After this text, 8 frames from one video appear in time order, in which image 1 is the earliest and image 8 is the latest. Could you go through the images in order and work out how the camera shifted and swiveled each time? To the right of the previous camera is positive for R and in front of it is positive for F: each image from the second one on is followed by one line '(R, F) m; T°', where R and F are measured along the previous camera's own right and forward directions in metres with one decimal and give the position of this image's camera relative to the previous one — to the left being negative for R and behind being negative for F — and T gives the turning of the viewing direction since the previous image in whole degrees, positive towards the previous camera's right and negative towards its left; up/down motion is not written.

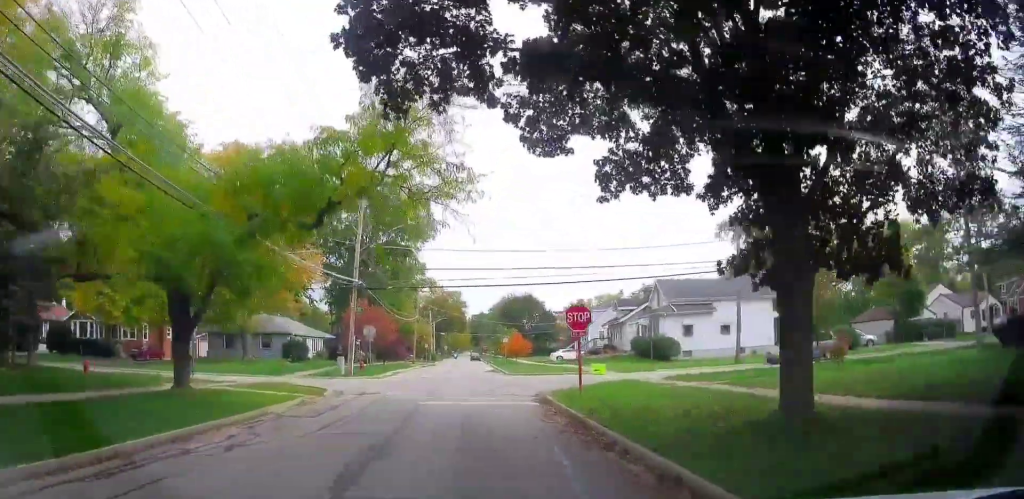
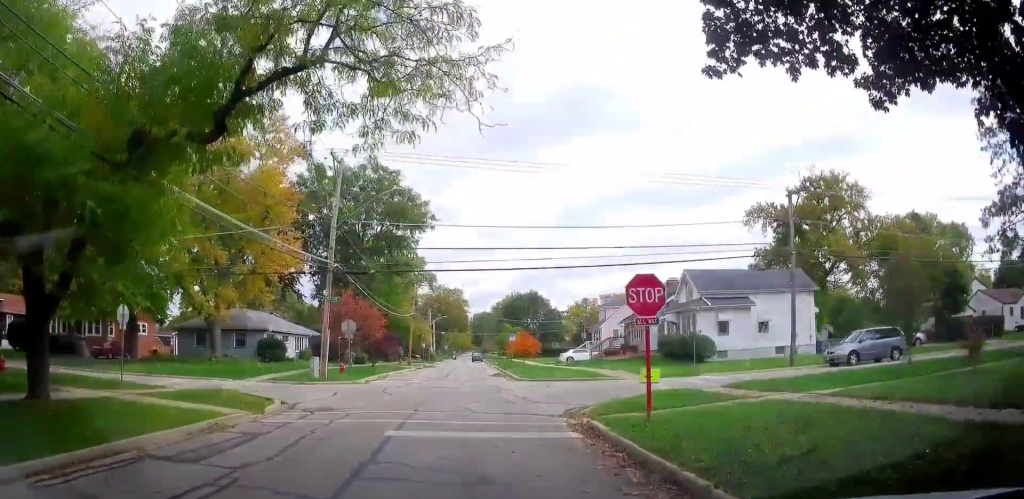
(0.0, +6.2) m; -1°
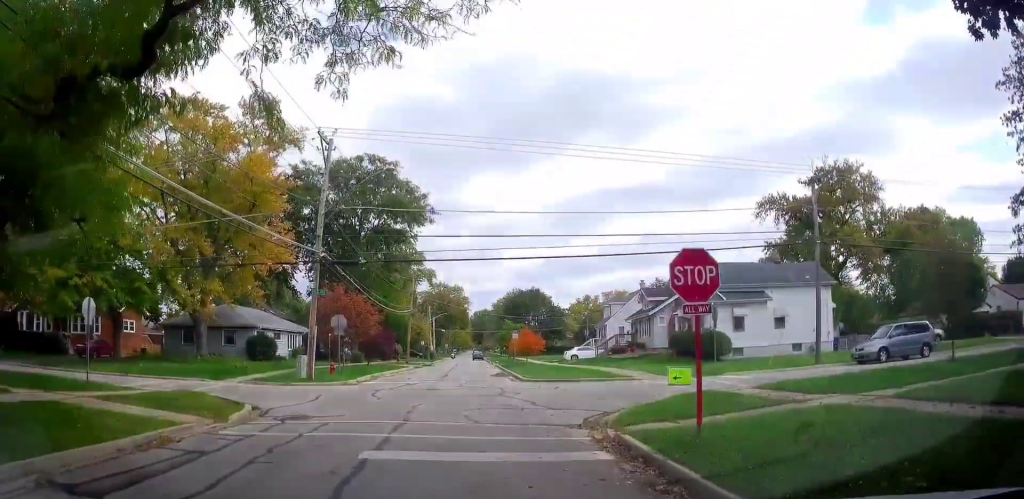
(0.0, +2.6) m; -1°
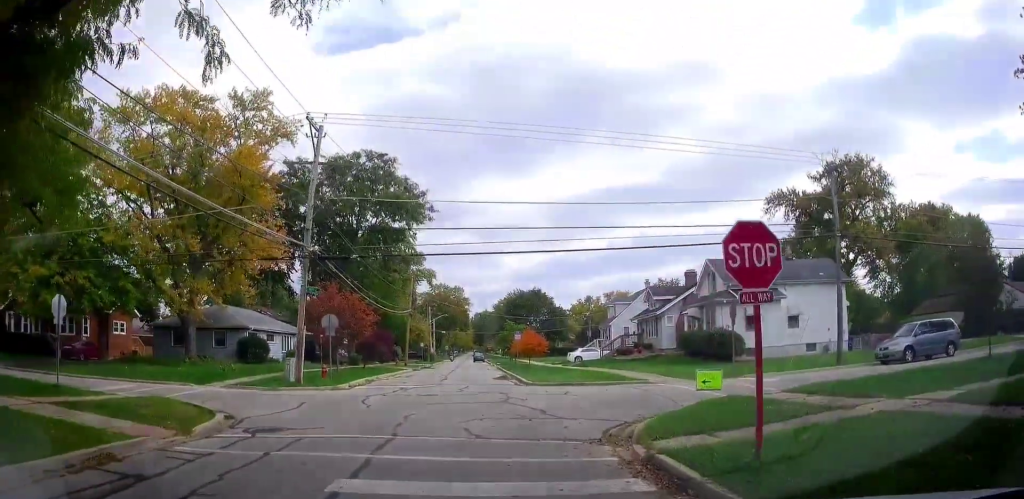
(0.0, +2.2) m; -1°
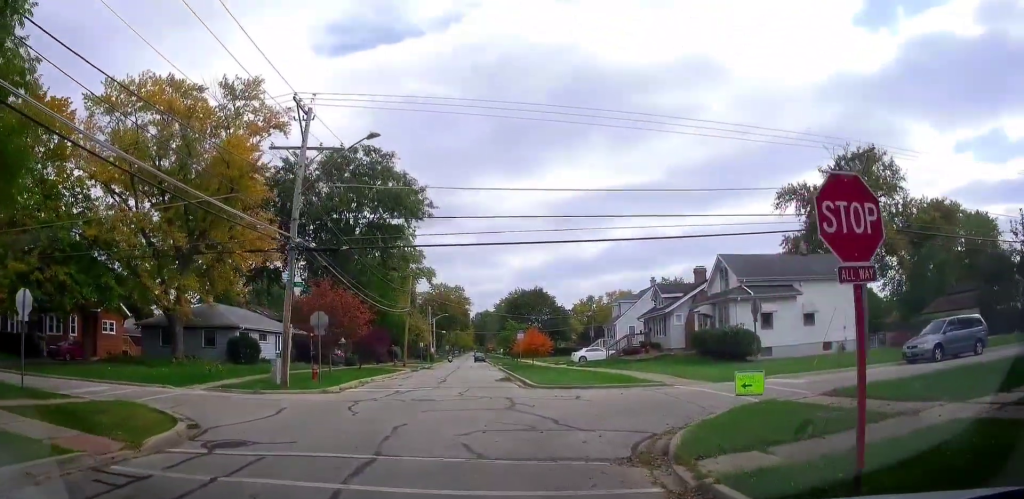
(0.0, +2.9) m; 0°
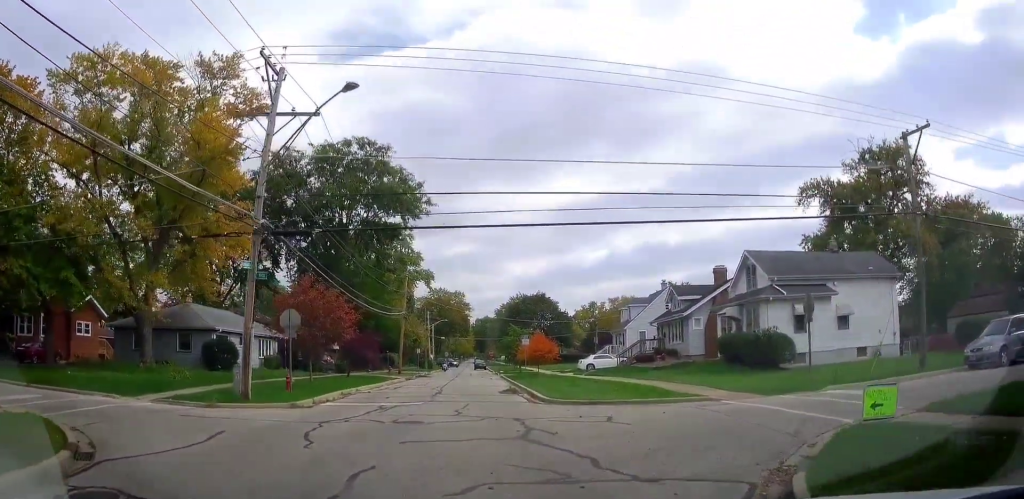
(+0.1, +5.9) m; +2°
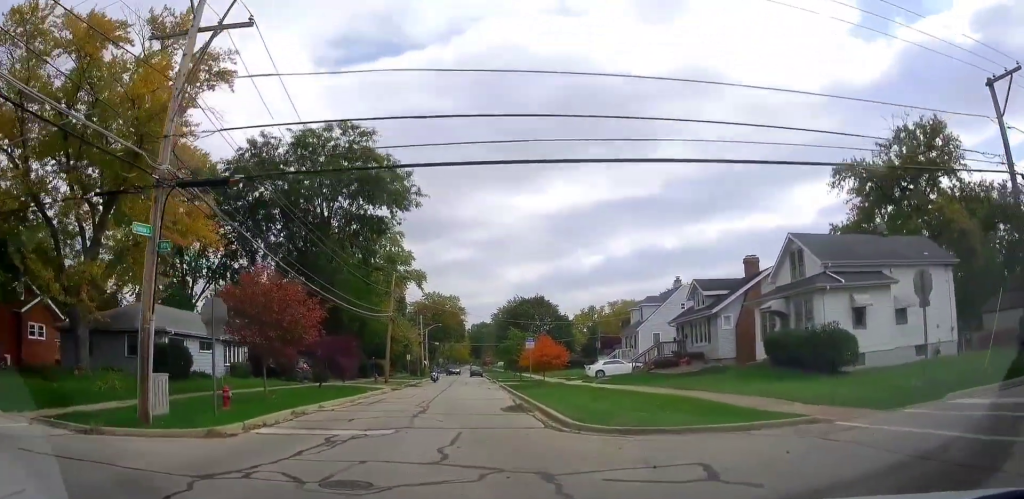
(+0.1, +5.6) m; +1°
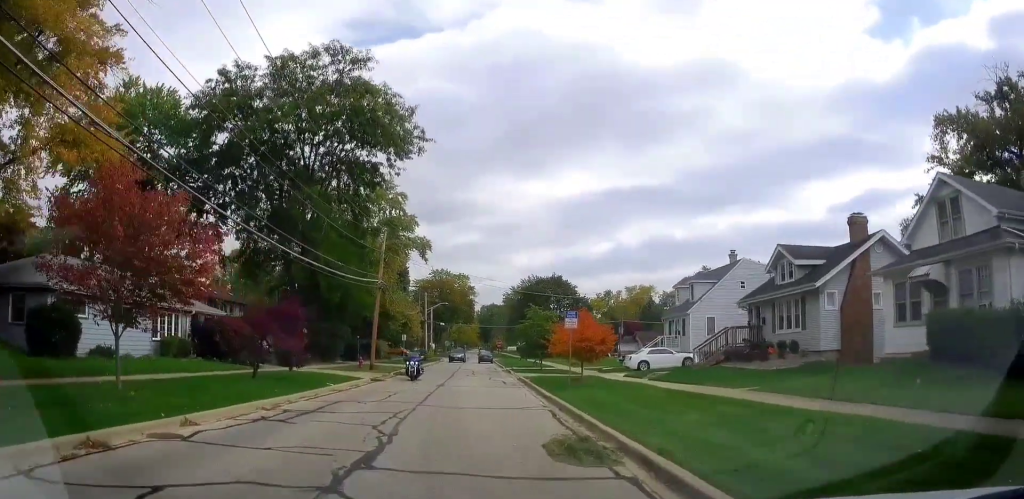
(+0.2, +9.1) m; +2°
